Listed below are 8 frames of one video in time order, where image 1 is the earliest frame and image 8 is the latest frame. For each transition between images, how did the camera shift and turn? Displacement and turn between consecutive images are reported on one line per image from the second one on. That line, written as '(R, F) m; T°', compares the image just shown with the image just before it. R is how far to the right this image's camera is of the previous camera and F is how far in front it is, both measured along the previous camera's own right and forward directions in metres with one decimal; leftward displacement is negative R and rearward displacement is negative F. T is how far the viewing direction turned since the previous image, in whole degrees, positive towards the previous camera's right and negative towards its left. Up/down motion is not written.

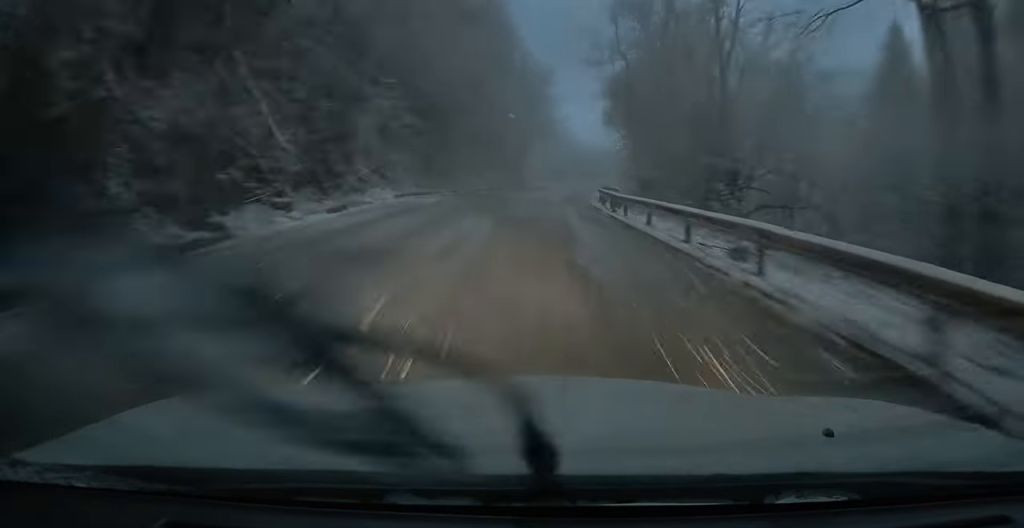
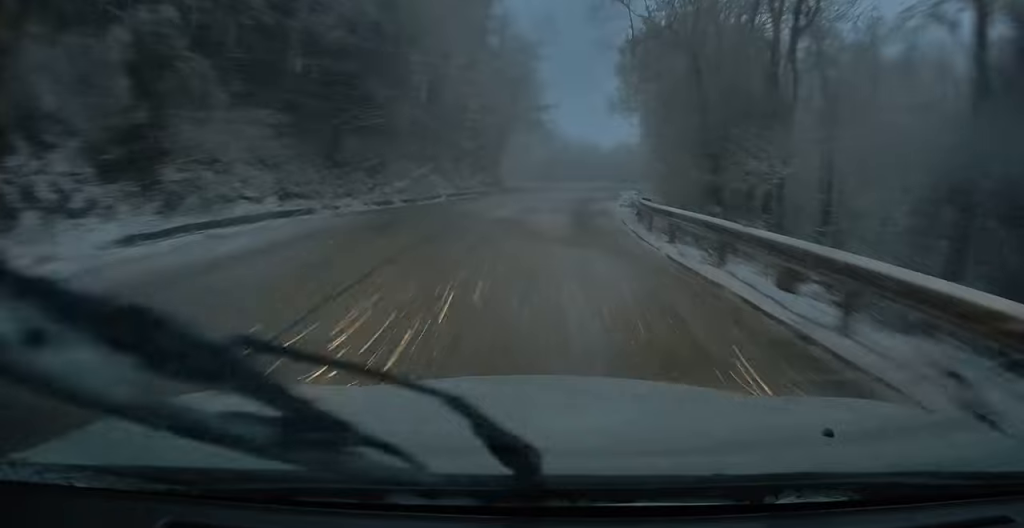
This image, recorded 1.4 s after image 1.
(+0.5, +17.9) m; +4°
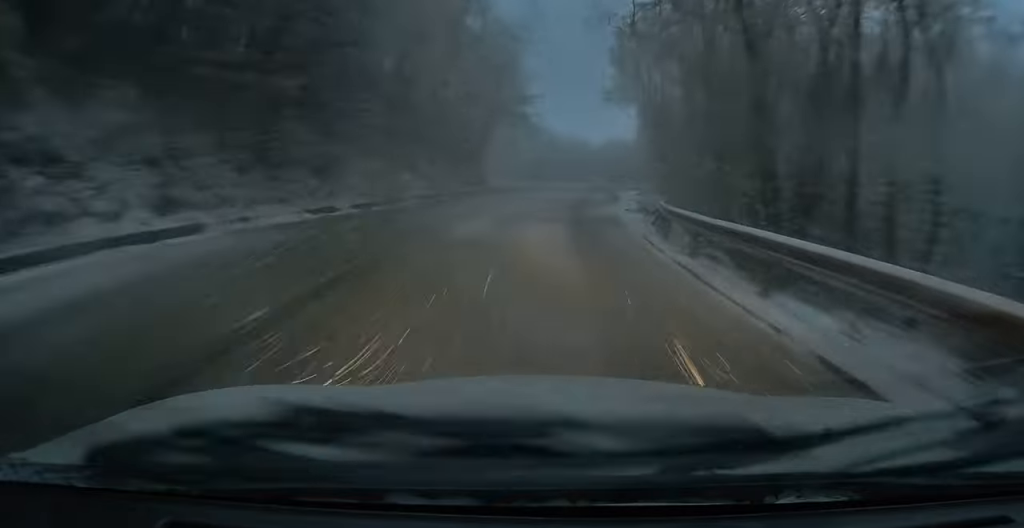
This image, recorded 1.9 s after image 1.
(+0.1, +5.8) m; 0°
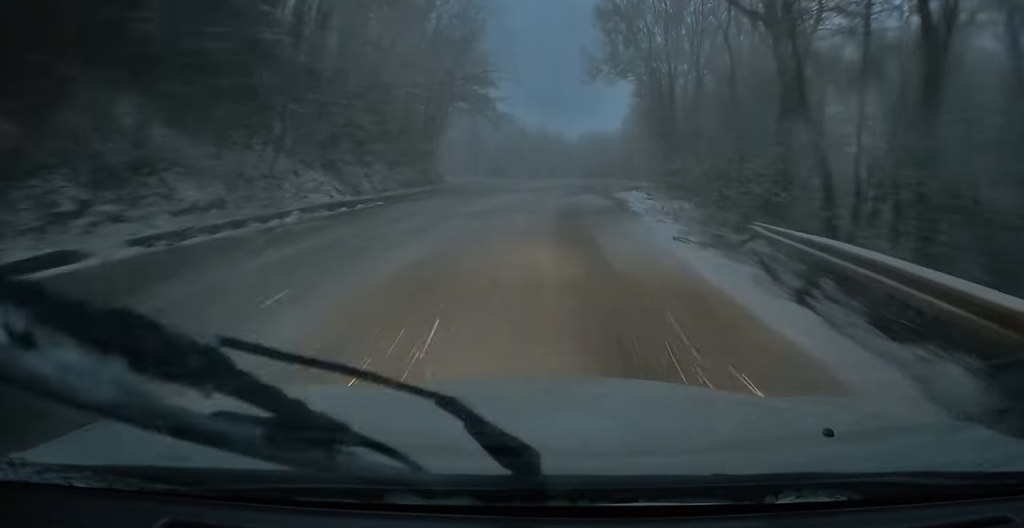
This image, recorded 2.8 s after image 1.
(+0.2, +11.4) m; 0°
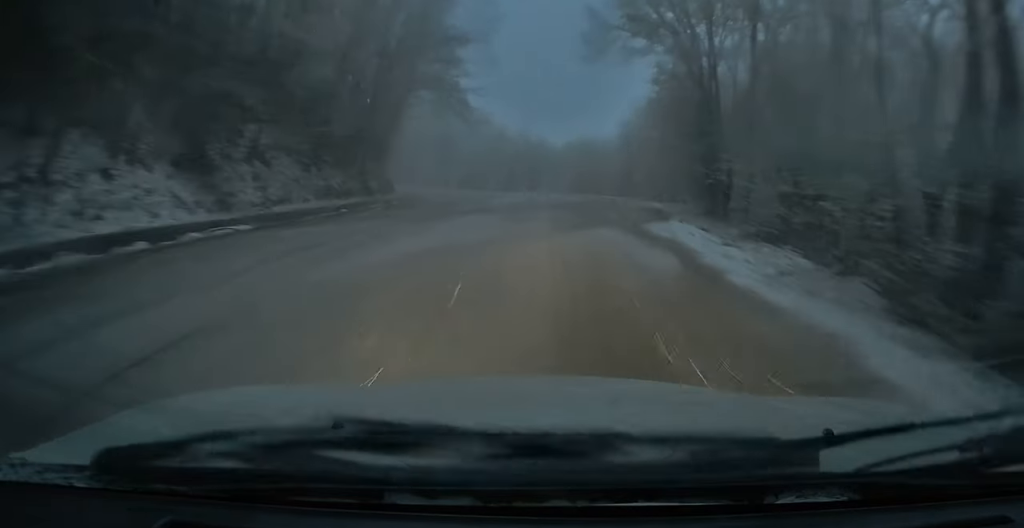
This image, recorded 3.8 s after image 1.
(-0.3, +11.5) m; +3°
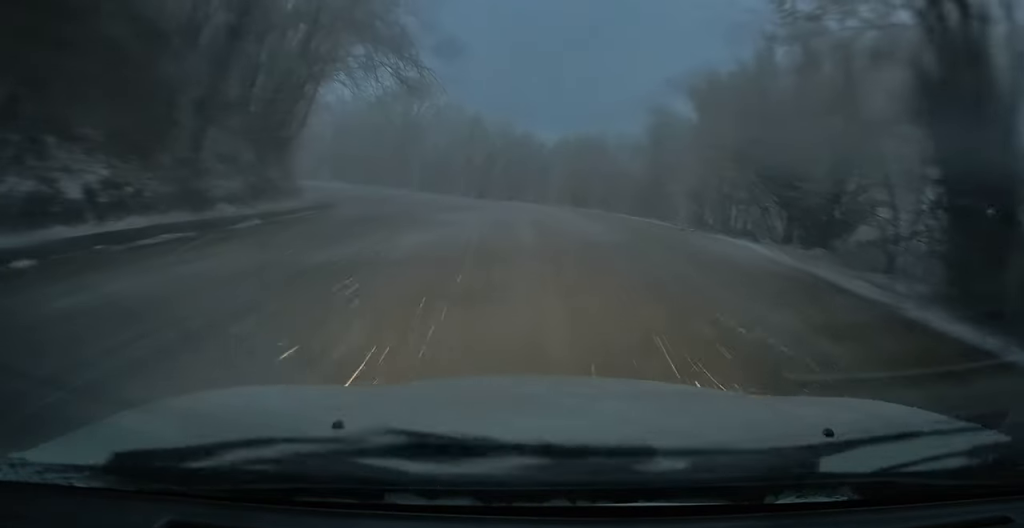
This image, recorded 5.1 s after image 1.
(+1.1, +16.4) m; +2°
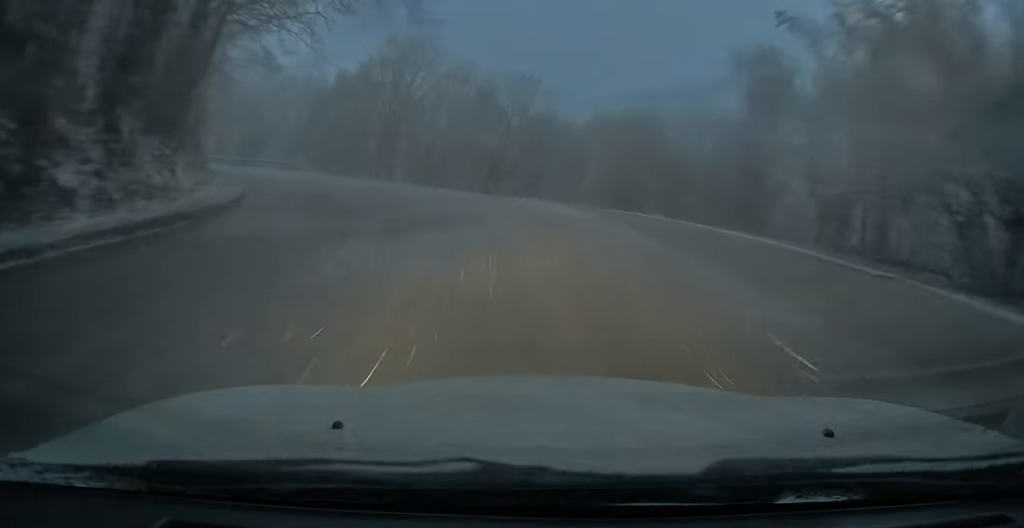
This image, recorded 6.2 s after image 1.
(-0.5, +12.9) m; -7°
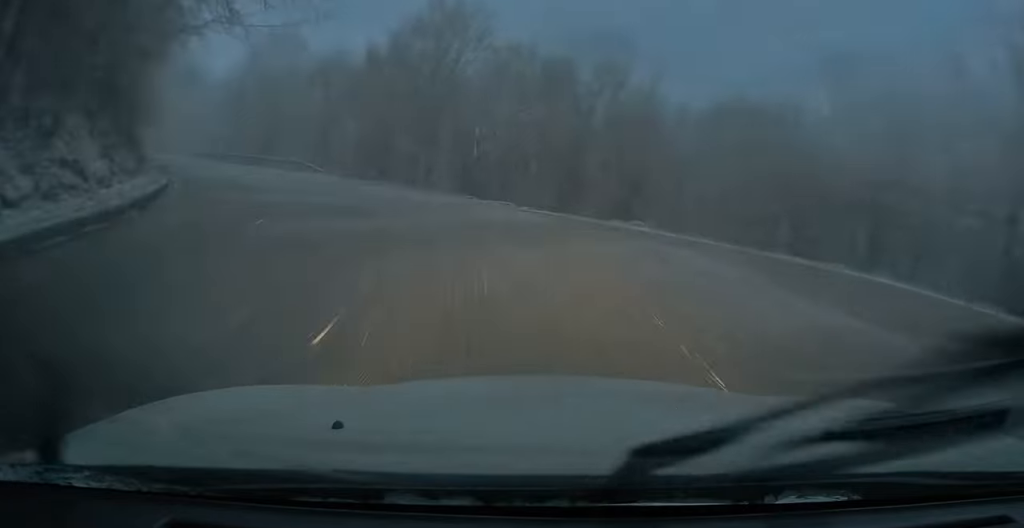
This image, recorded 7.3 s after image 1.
(-0.9, +11.7) m; -11°
